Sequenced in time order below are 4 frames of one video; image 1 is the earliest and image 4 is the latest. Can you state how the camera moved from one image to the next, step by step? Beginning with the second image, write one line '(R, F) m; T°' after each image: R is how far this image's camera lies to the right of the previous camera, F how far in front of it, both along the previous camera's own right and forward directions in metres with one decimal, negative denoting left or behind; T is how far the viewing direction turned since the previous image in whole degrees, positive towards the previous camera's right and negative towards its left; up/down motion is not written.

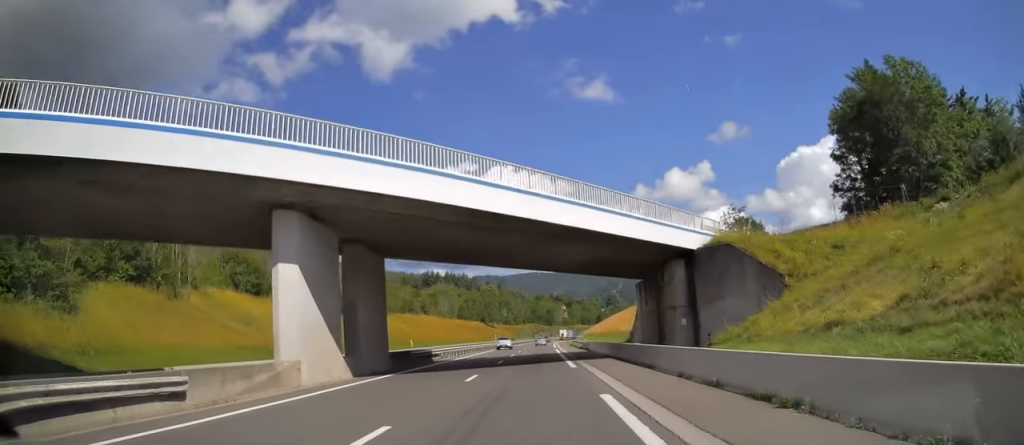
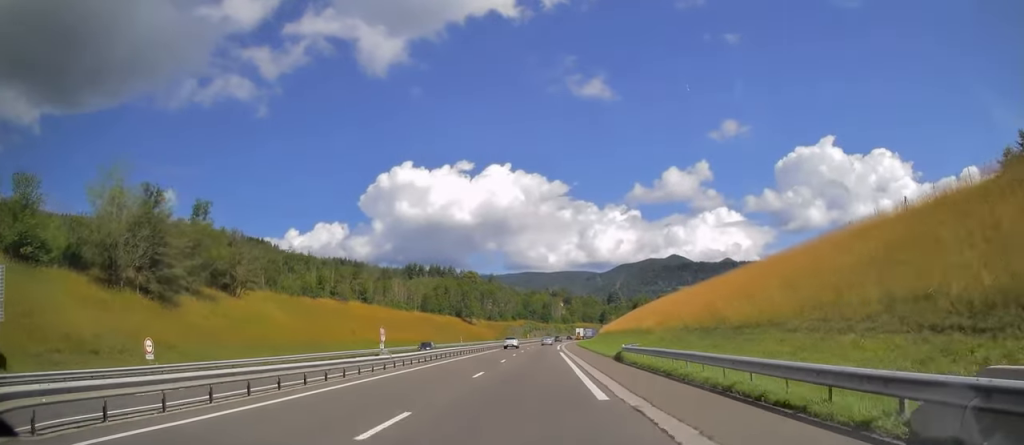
(-0.2, +63.7) m; 0°
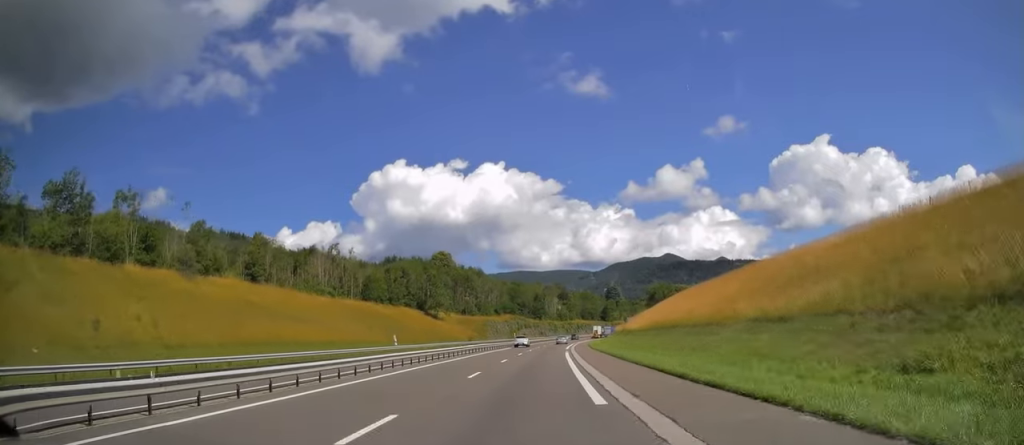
(+0.3, +52.4) m; +1°
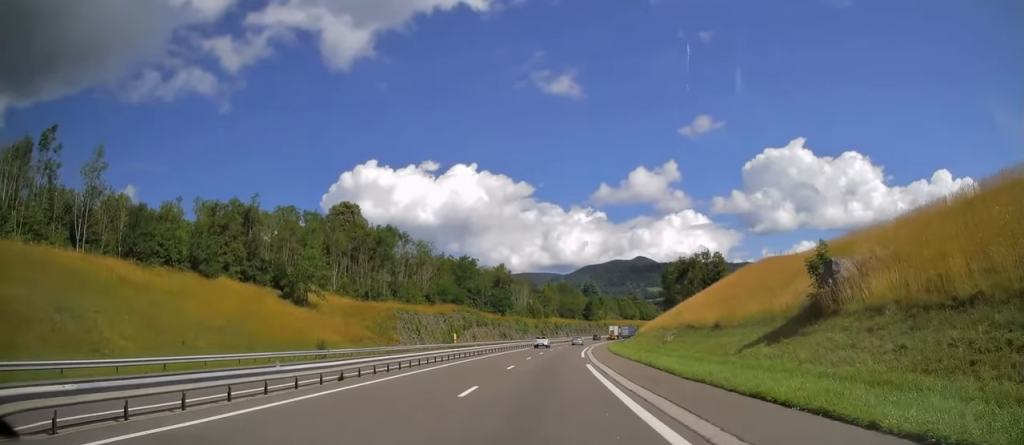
(+1.3, +71.8) m; +2°
